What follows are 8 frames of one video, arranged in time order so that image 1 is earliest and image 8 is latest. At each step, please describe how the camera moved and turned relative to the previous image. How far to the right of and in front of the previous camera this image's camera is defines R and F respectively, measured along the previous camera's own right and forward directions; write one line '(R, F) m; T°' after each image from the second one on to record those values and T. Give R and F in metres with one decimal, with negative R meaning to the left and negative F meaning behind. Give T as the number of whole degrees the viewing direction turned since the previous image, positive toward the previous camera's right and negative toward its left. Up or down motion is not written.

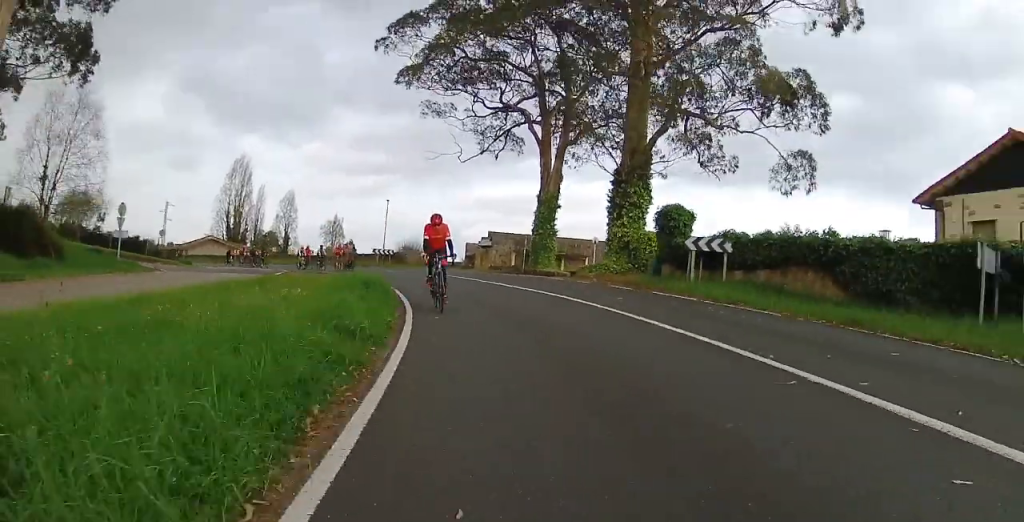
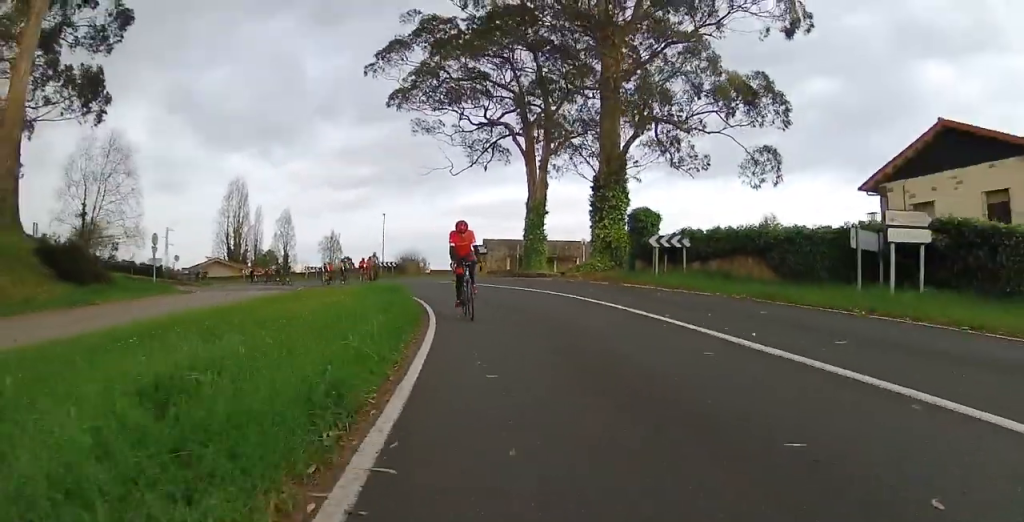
(0.0, +3.5) m; 0°
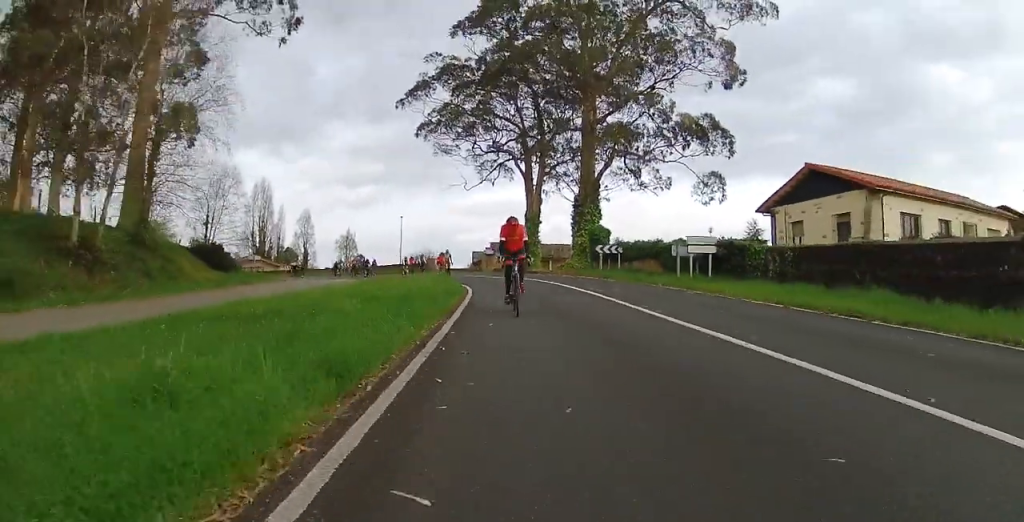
(-0.1, +11.9) m; 0°
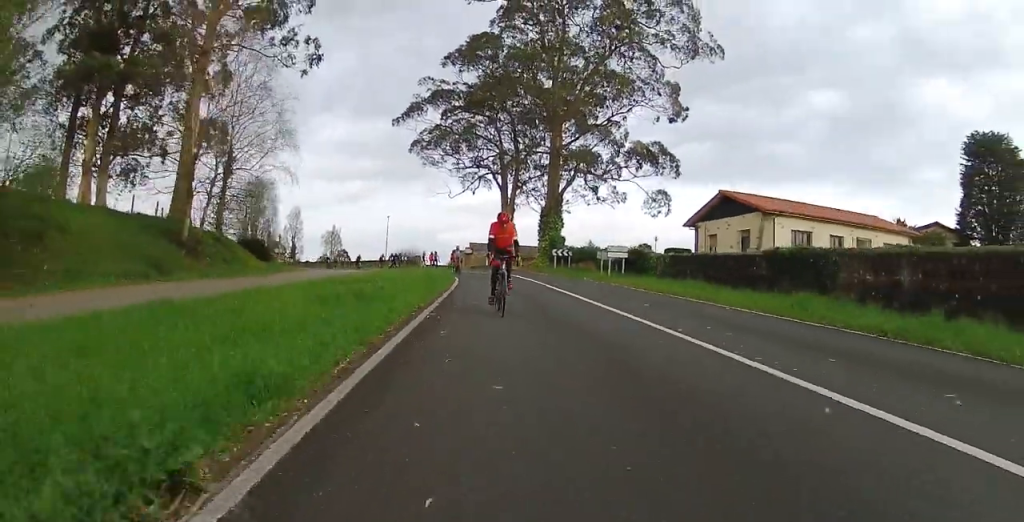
(0.0, +9.4) m; 0°
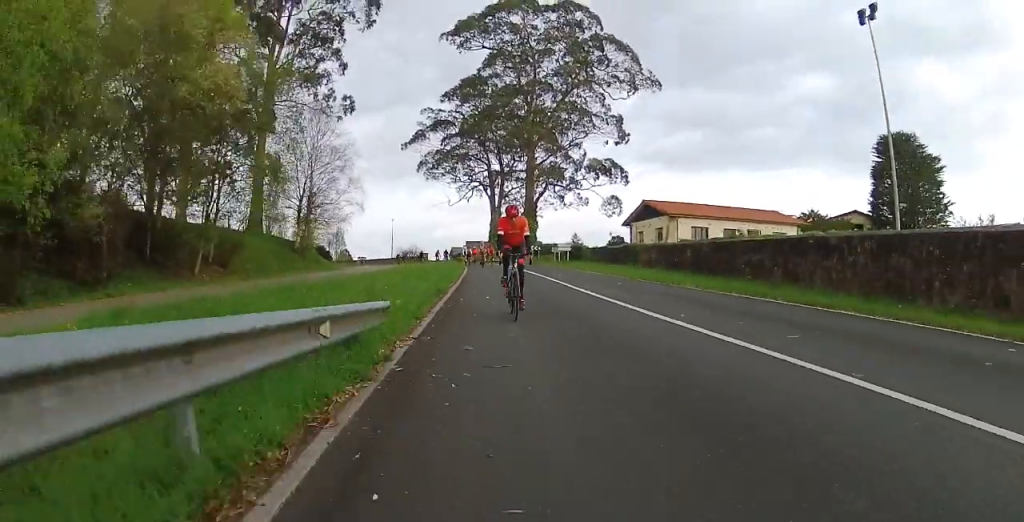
(+0.7, +18.1) m; +2°
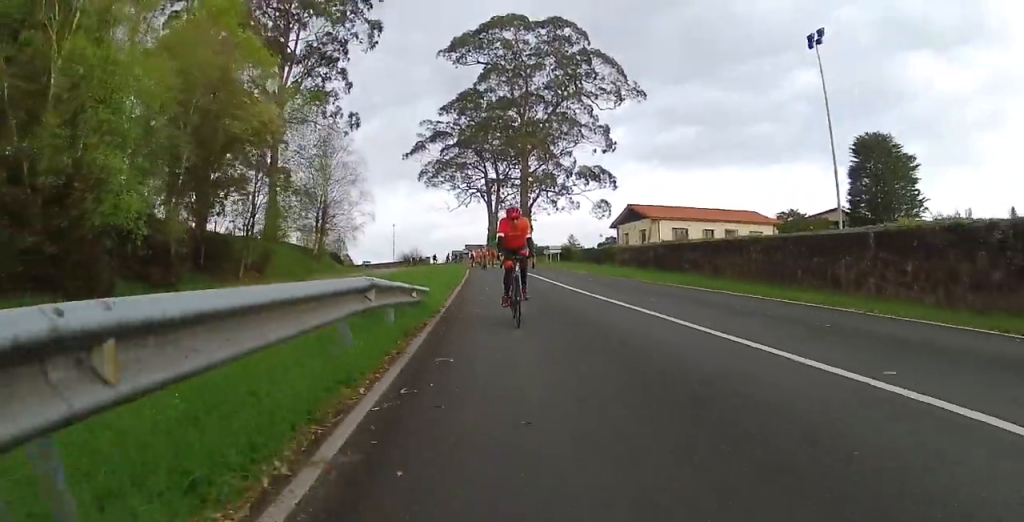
(-0.3, +5.7) m; -1°
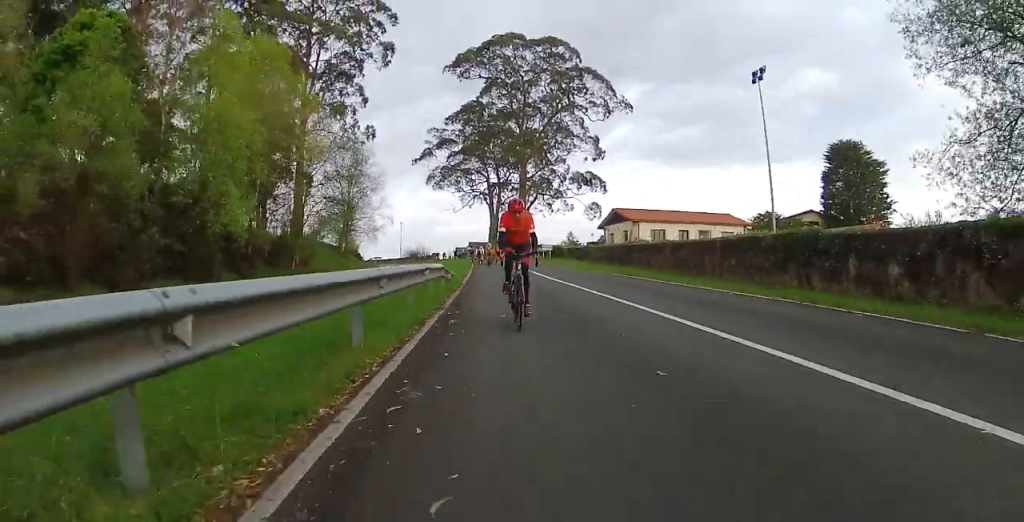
(-0.1, +9.8) m; 0°
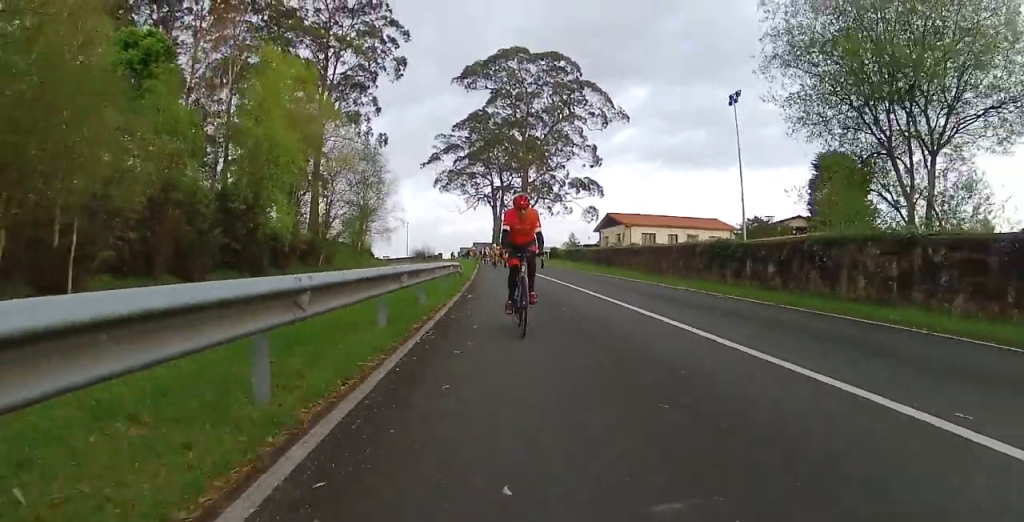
(+0.1, +6.5) m; 0°
